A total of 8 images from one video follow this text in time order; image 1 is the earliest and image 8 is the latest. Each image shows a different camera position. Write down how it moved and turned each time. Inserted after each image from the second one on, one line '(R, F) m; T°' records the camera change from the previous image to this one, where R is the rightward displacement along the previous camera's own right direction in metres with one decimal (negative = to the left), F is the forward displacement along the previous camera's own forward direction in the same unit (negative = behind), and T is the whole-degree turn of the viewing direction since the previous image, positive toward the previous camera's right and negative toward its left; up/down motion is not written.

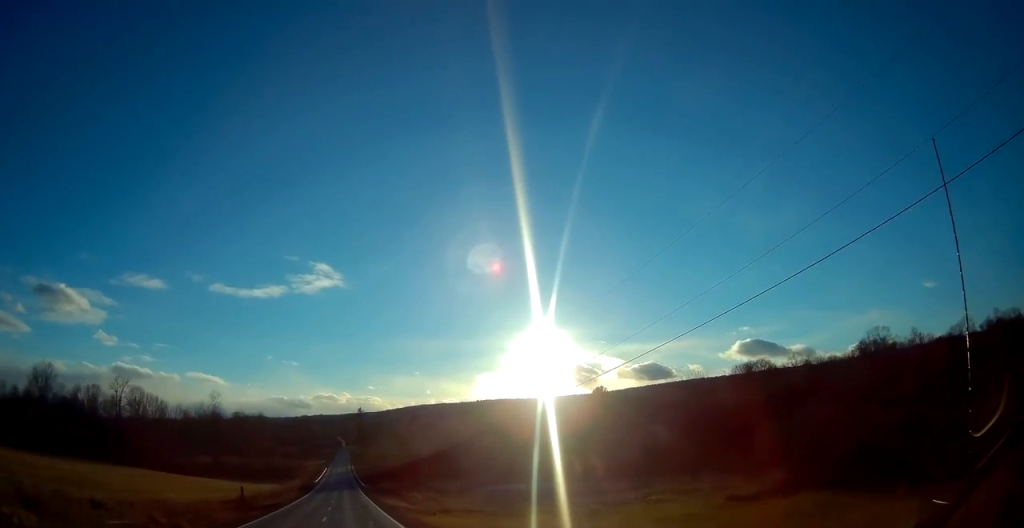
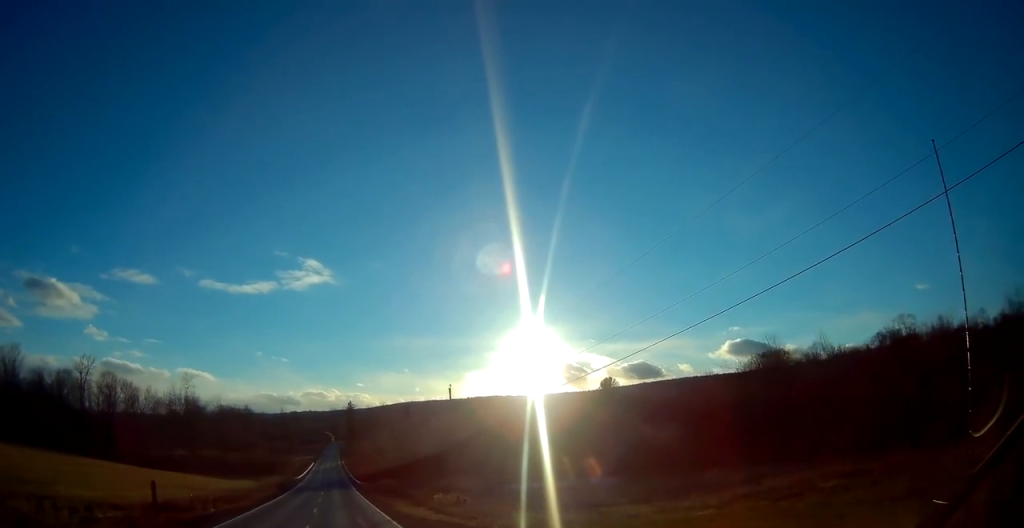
(0.0, +19.5) m; 0°
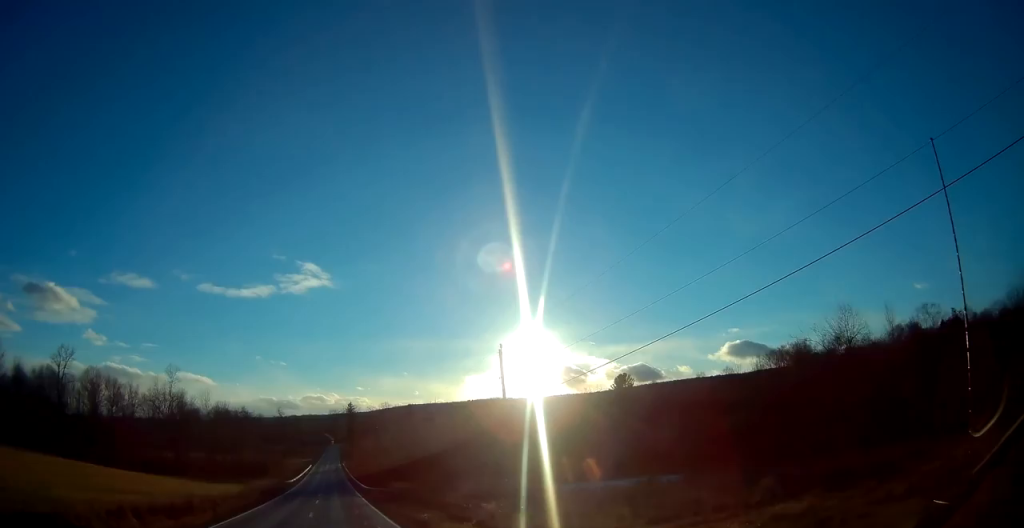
(+0.1, +13.3) m; 0°
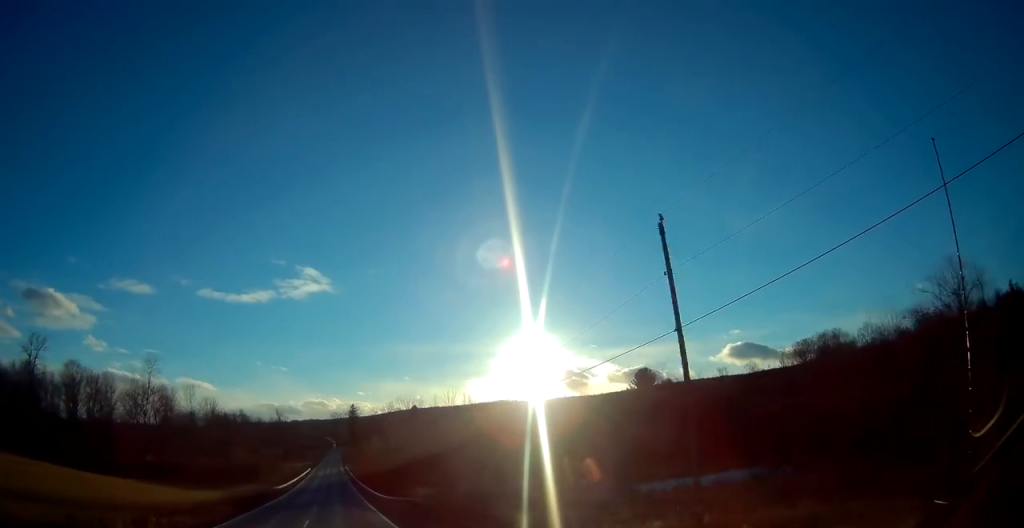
(+0.1, +16.3) m; 0°
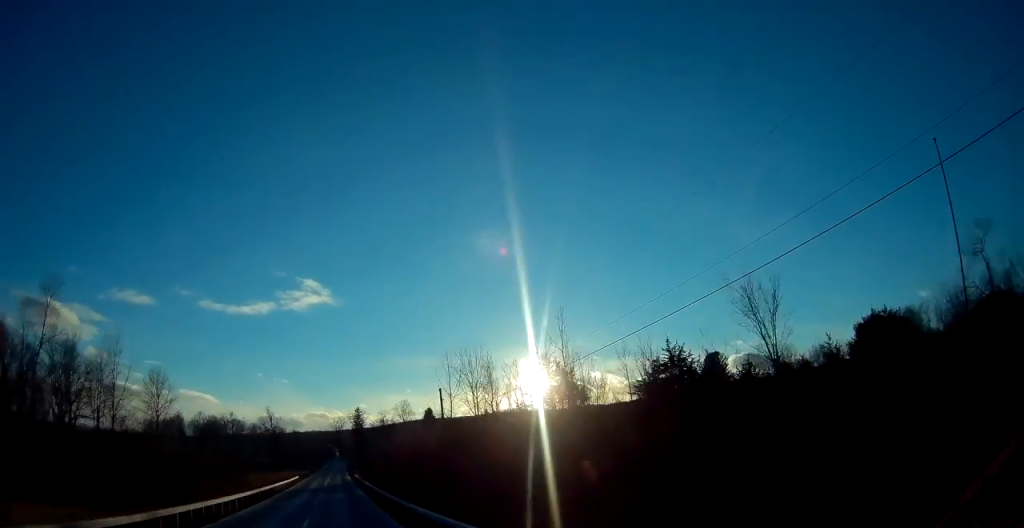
(0.0, +44.8) m; 0°
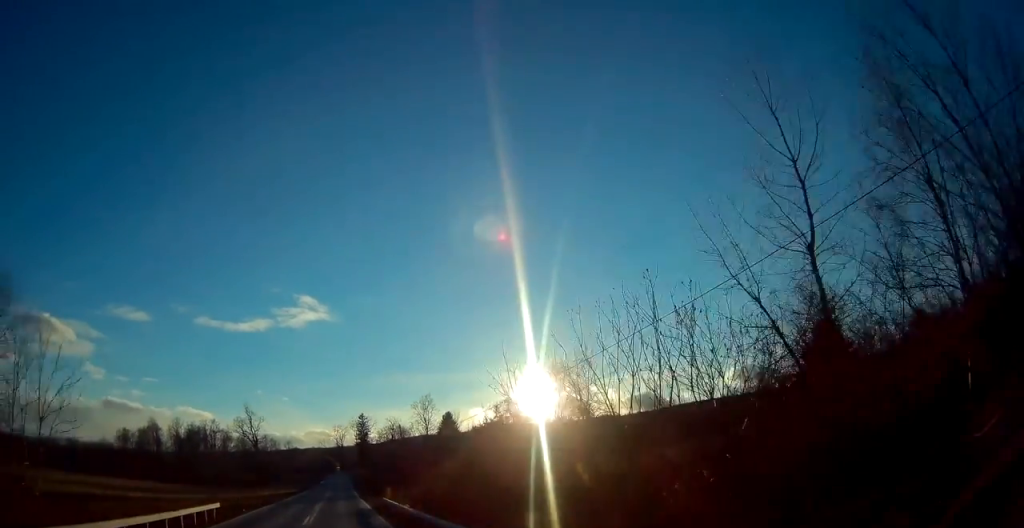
(0.0, +53.3) m; 0°
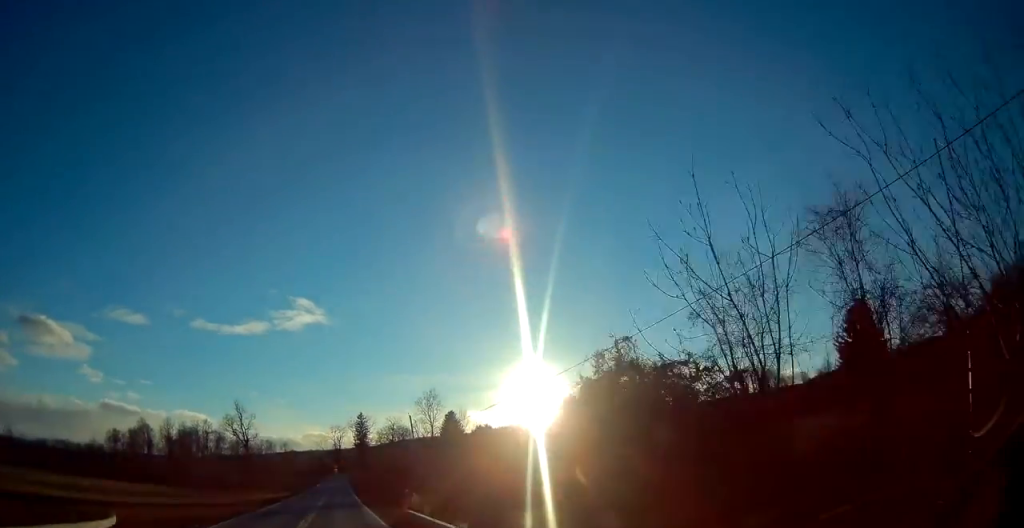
(+0.2, +12.5) m; 0°
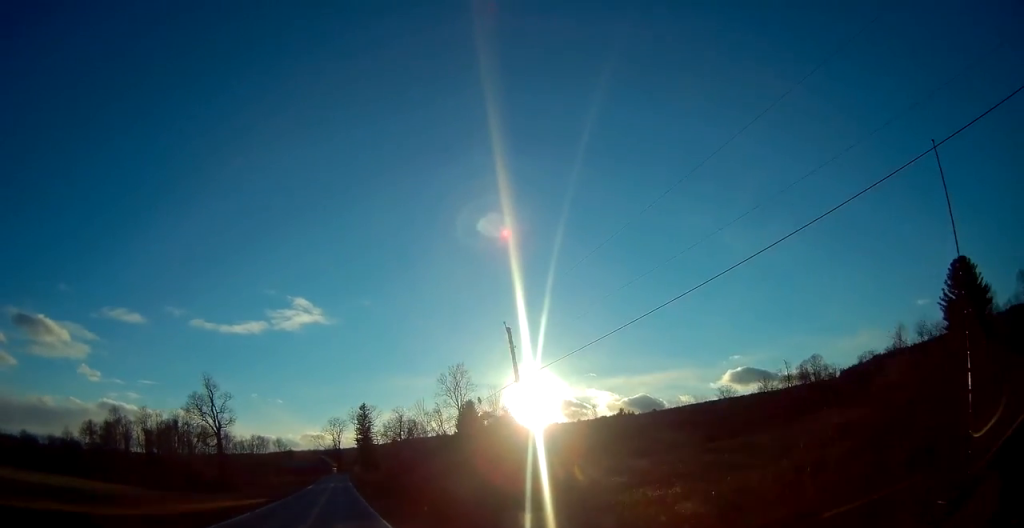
(-0.4, +35.5) m; 0°
